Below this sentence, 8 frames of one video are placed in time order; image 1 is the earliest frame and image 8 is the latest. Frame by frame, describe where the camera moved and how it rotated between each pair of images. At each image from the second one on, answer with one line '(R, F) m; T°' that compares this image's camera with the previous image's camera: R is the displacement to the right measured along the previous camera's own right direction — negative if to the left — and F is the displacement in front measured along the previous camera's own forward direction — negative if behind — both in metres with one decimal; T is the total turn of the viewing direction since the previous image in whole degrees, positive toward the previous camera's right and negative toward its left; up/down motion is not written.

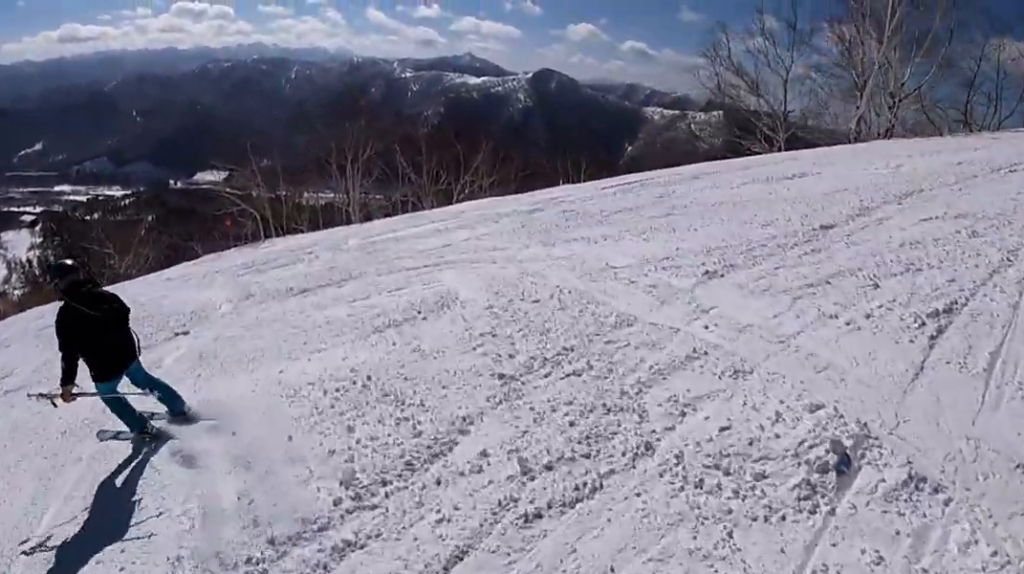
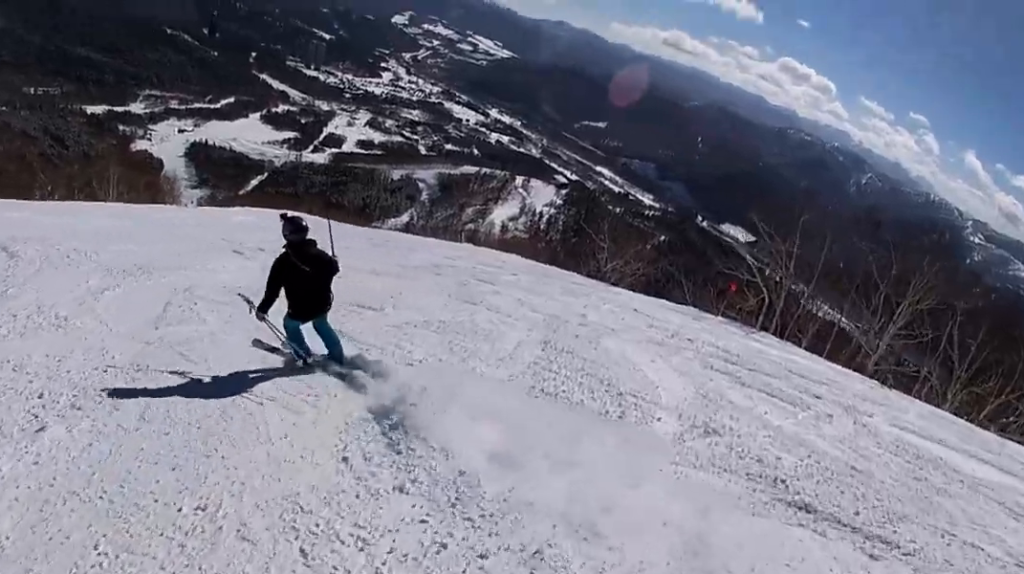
(-1.0, +4.1) m; -20°
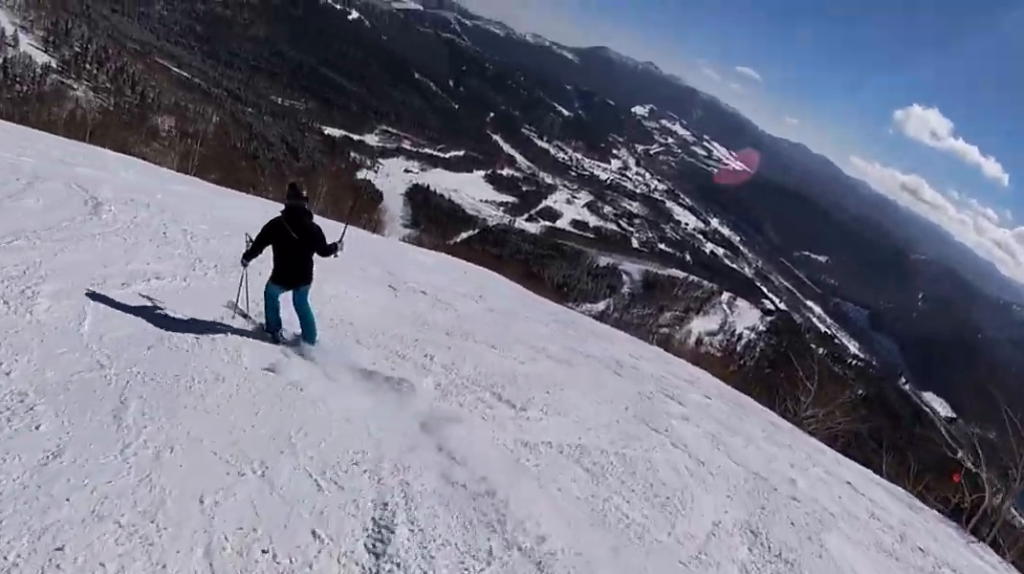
(-0.9, +3.0) m; -8°
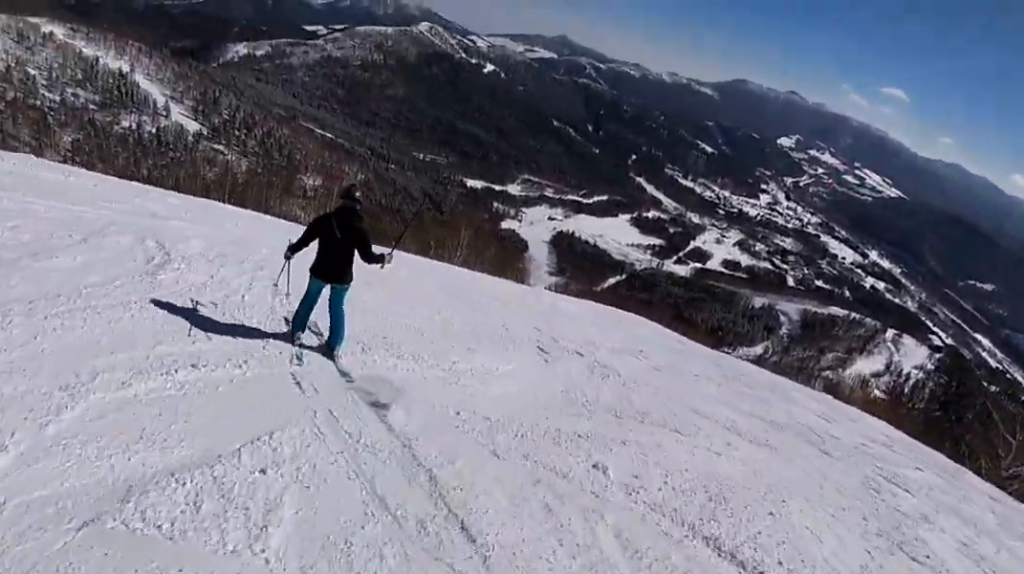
(+0.1, +2.8) m; +2°
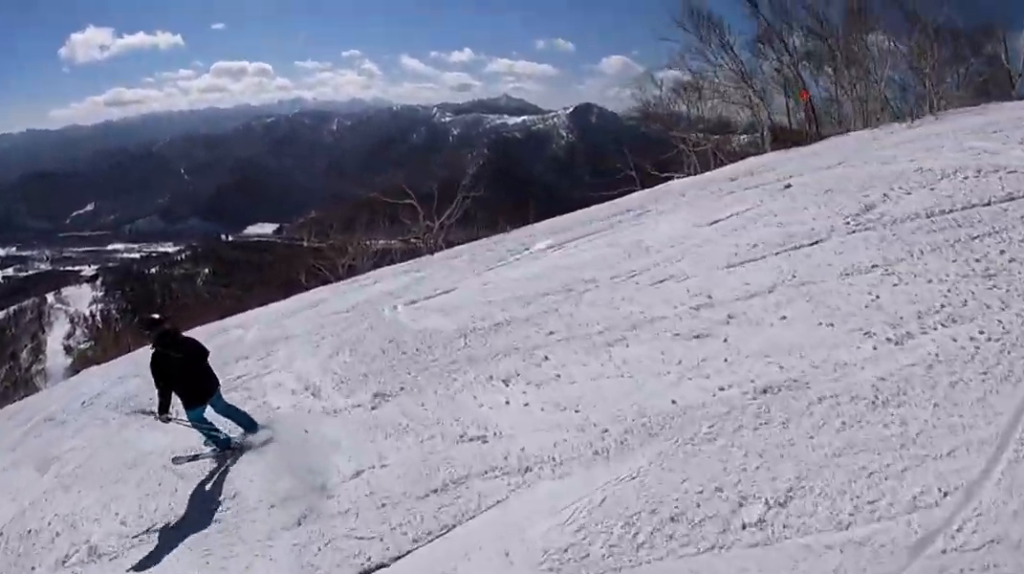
(+6.5, +16.0) m; +23°
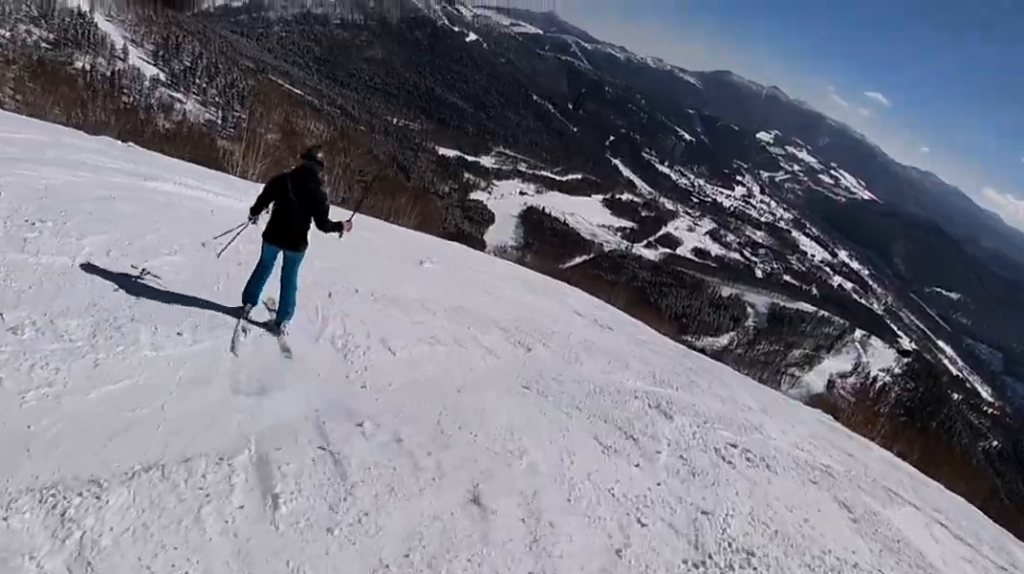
(-4.3, +8.3) m; -28°
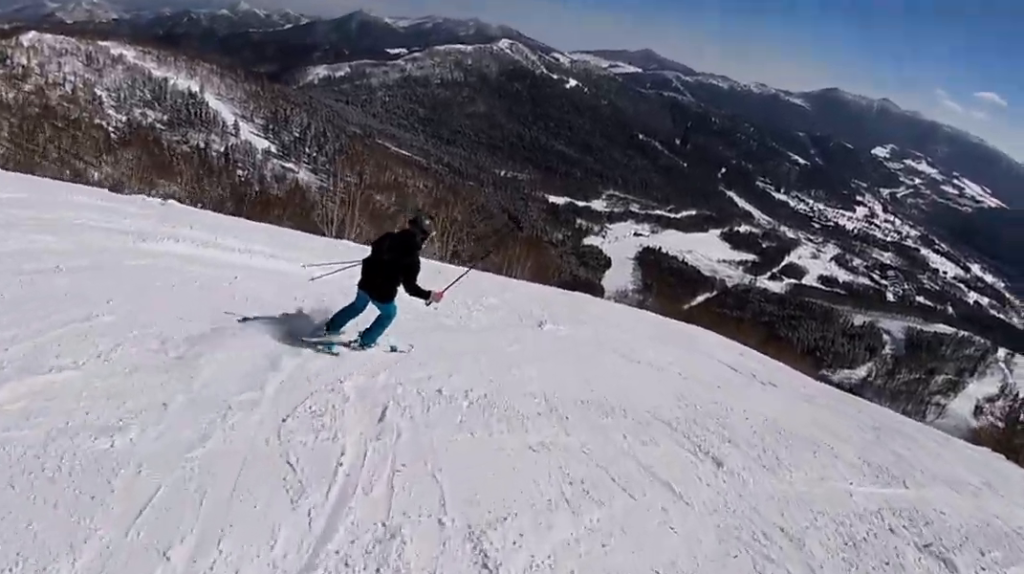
(+0.4, +3.2) m; +8°
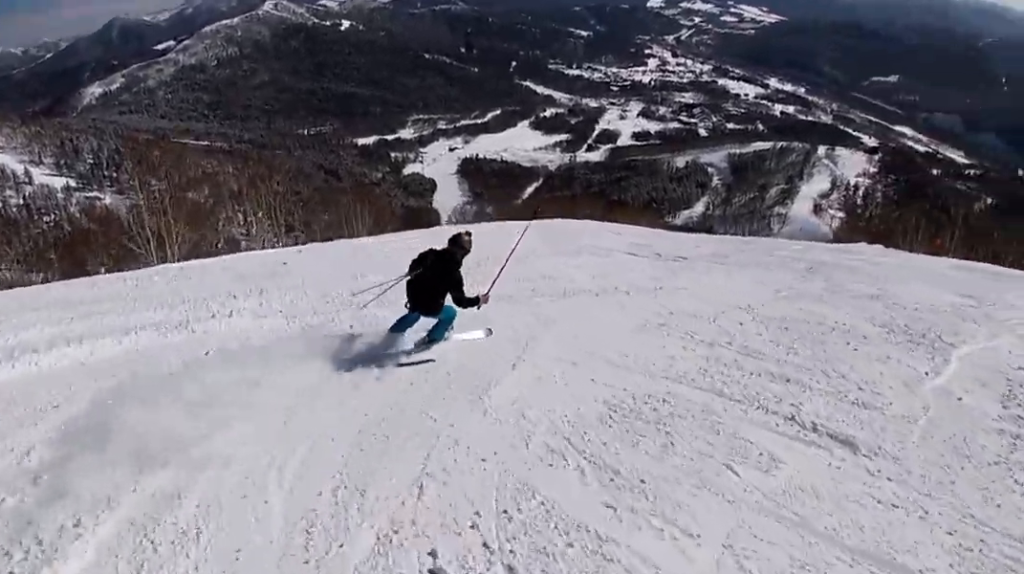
(+0.4, +3.0) m; +10°
